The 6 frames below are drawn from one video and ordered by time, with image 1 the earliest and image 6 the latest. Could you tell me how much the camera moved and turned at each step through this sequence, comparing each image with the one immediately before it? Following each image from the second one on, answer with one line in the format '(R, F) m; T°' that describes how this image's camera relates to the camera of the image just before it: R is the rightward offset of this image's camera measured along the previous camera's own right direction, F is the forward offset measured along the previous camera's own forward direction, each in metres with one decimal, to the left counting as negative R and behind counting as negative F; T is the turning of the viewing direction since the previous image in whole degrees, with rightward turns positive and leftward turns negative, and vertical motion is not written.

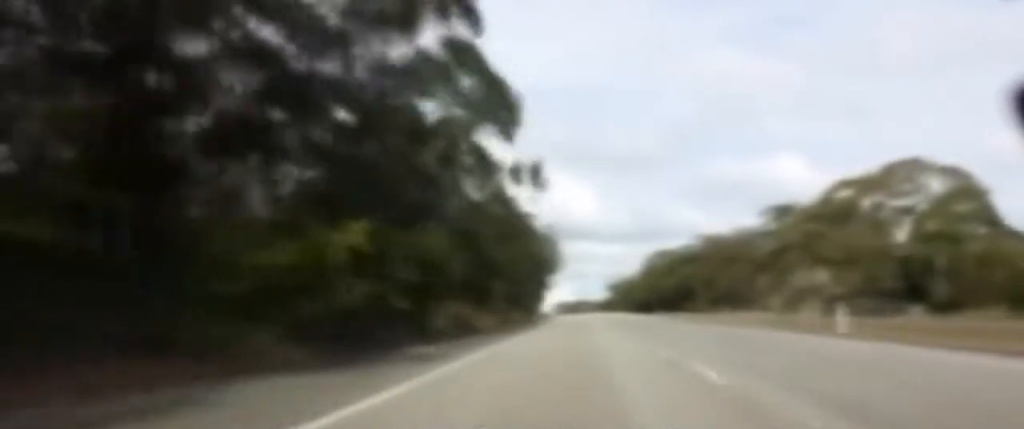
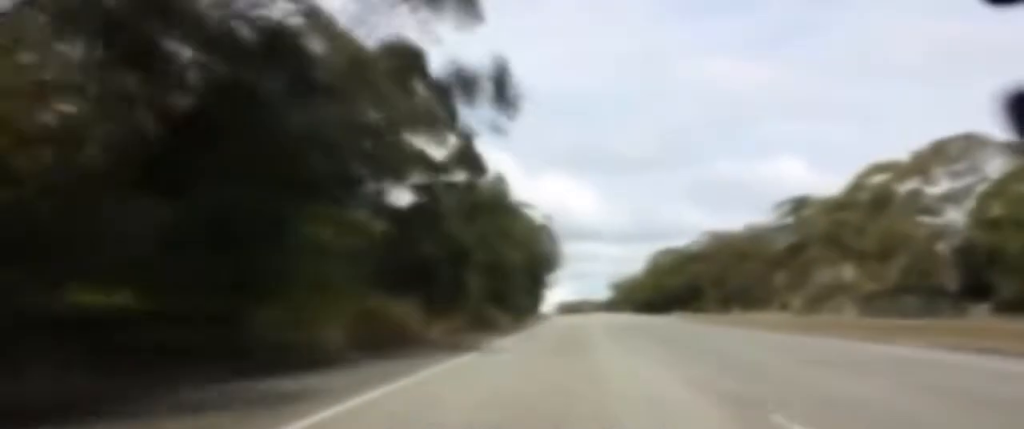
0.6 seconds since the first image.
(0.0, +17.5) m; 0°
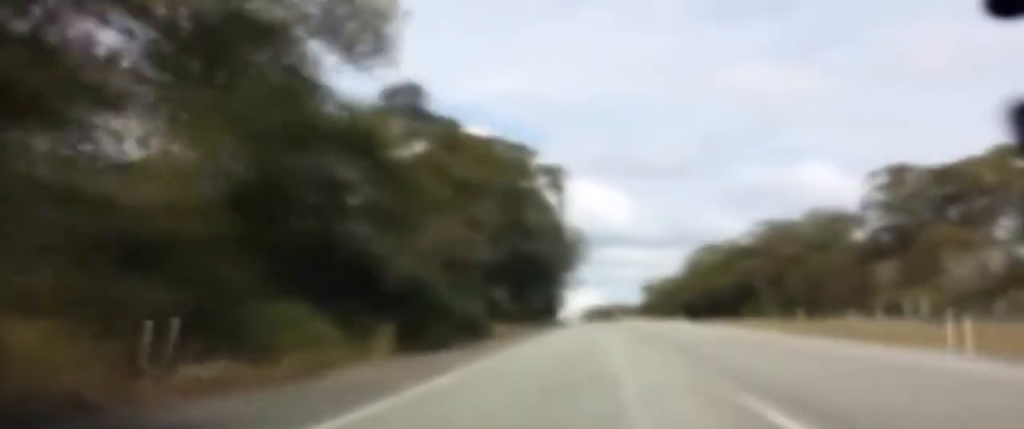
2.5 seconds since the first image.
(-0.3, +51.7) m; -1°
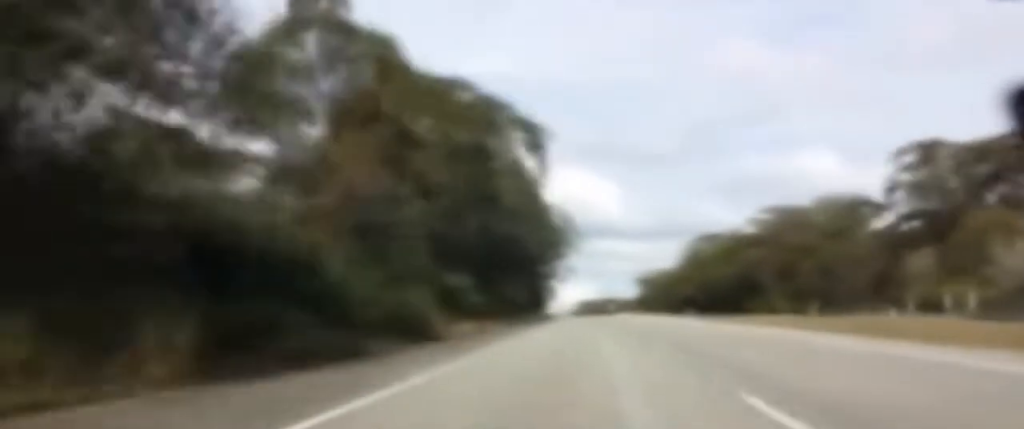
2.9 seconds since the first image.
(0.0, +12.0) m; 0°
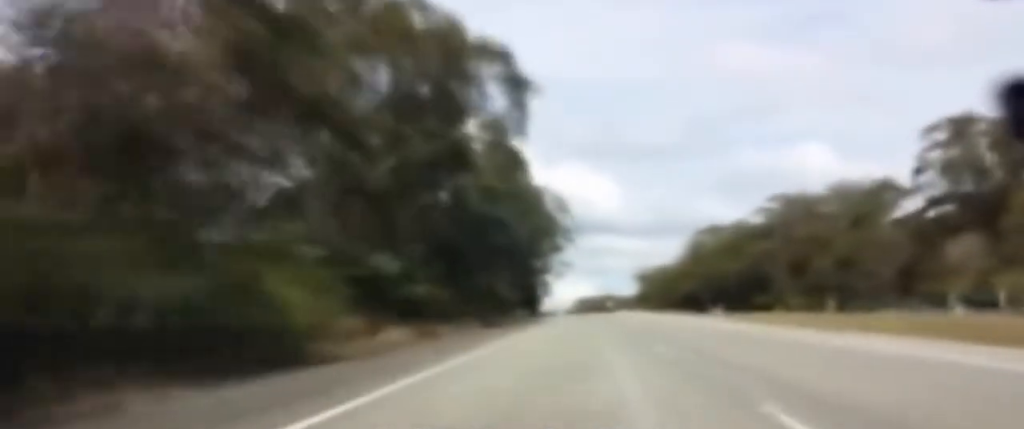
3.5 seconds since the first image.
(-0.1, +14.8) m; 0°
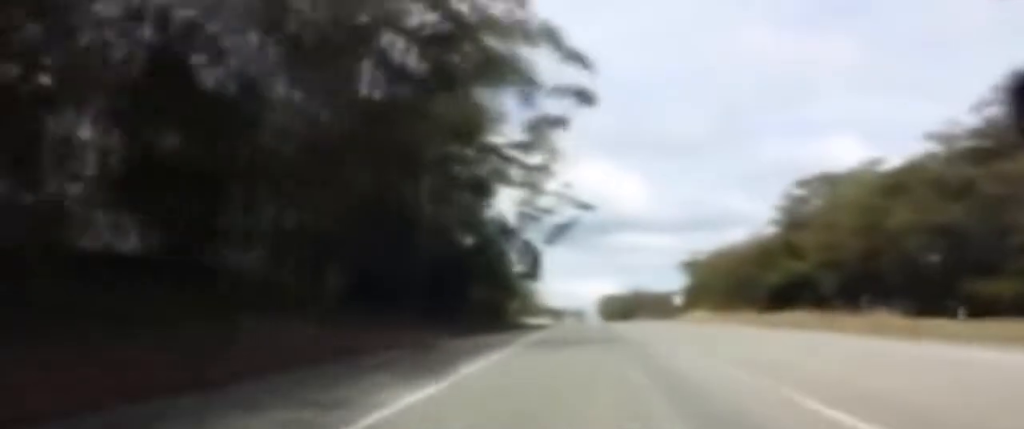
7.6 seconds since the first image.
(-2.7, +113.7) m; -2°
